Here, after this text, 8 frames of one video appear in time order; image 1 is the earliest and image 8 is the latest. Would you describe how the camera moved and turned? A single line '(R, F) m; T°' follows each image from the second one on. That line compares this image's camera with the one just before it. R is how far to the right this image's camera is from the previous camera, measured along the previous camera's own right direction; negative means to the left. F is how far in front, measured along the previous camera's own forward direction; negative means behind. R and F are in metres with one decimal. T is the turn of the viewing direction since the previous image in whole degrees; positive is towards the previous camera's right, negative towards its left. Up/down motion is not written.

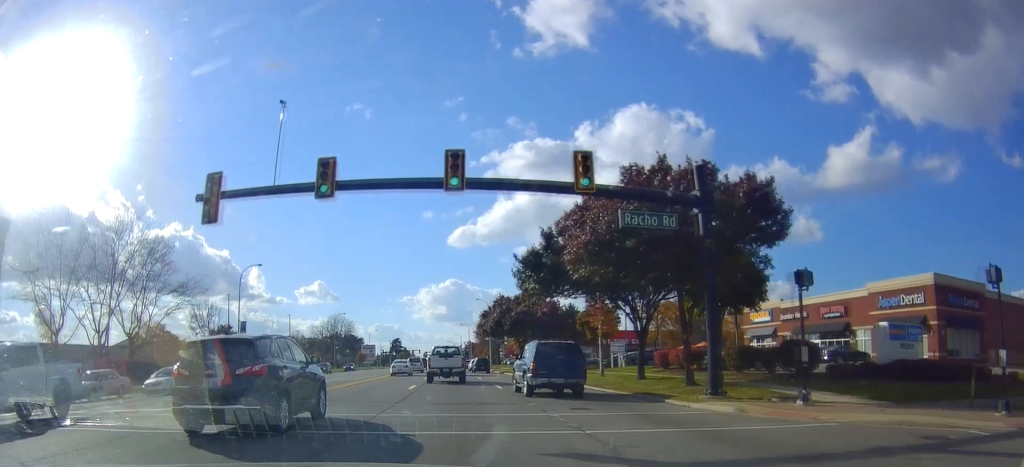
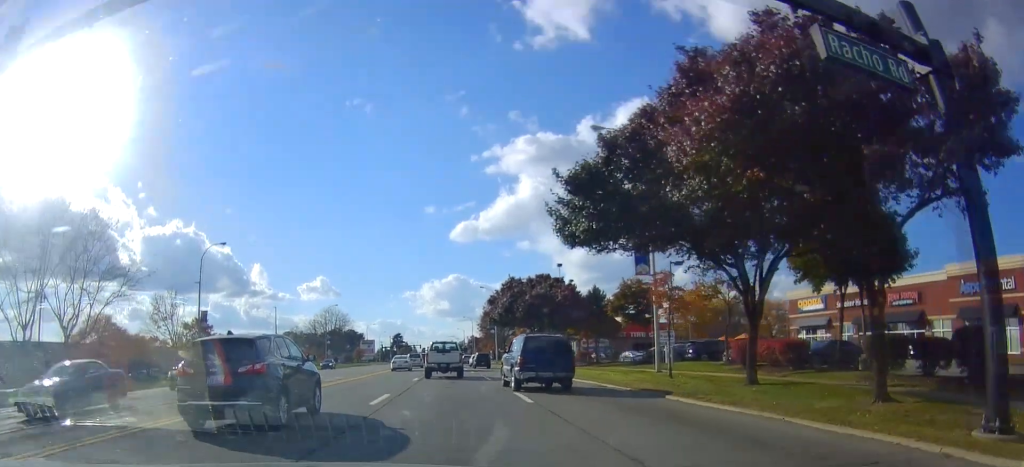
(0.0, +11.2) m; 0°
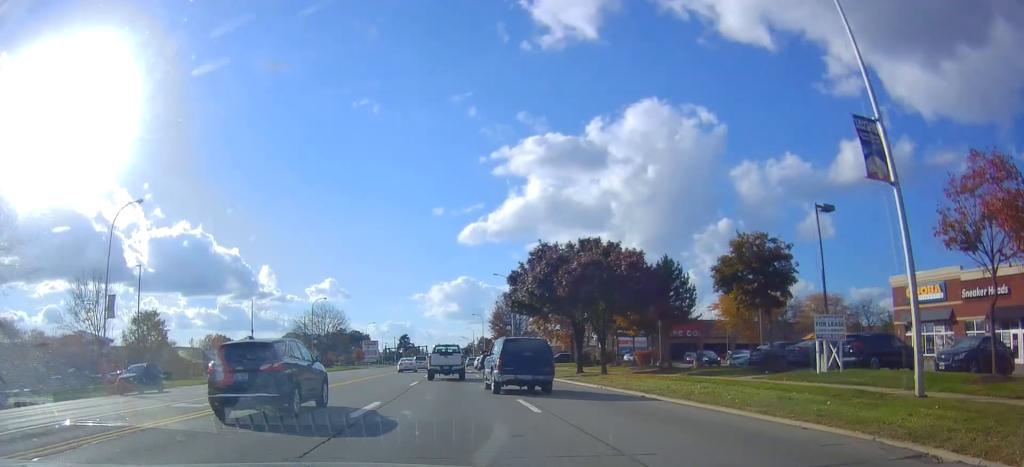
(0.0, +18.0) m; 0°
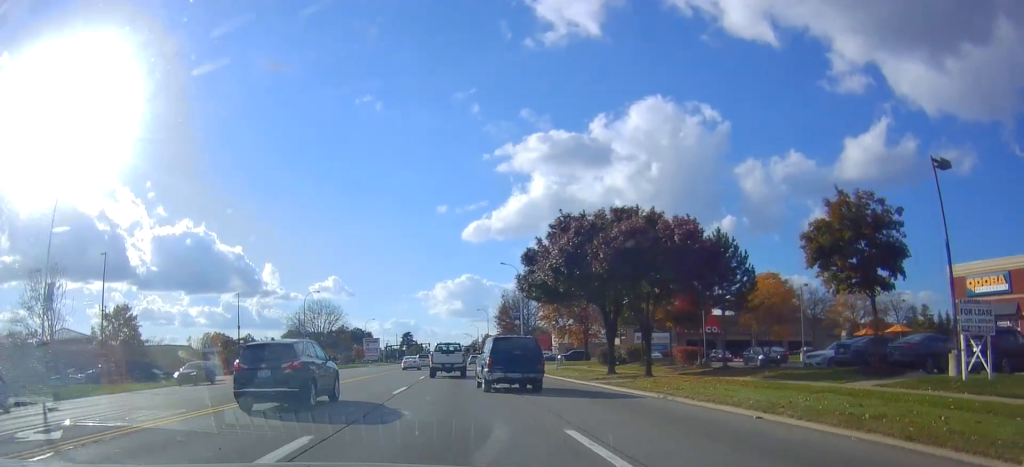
(0.0, +7.7) m; 0°
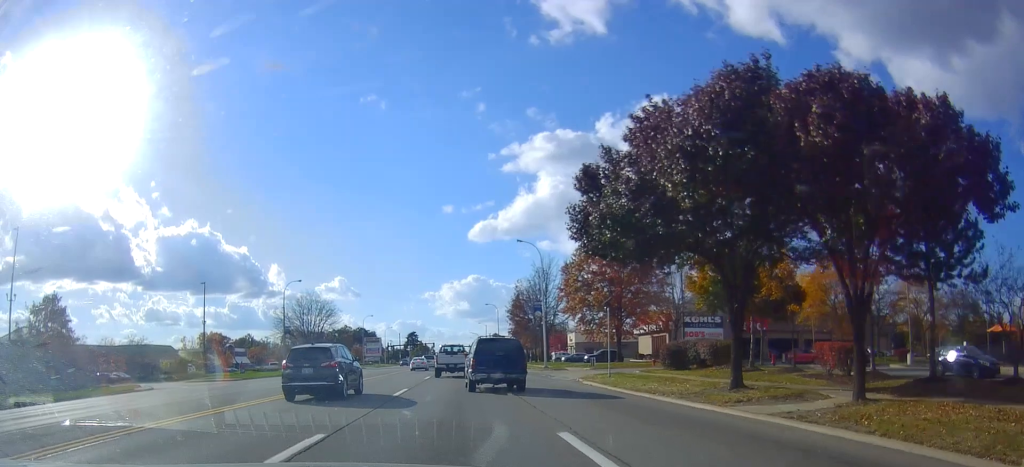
(0.0, +15.1) m; 0°
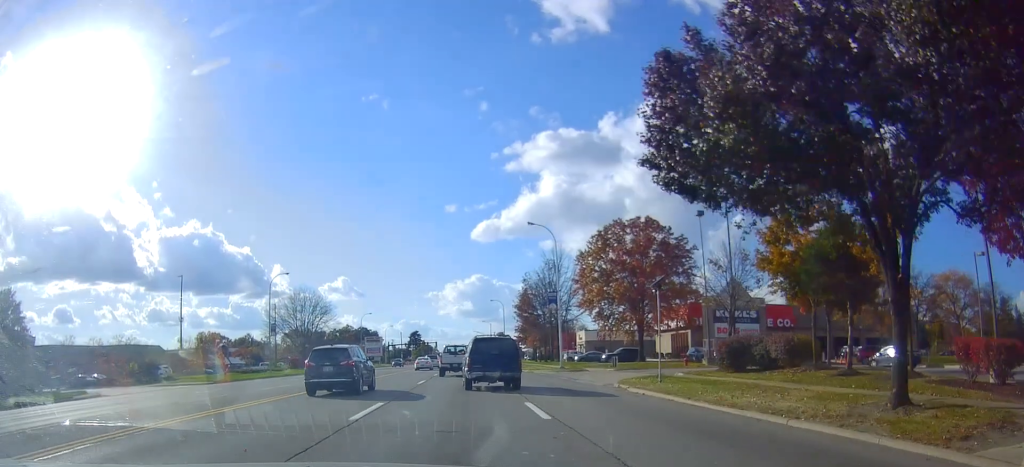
(0.0, +7.9) m; -1°
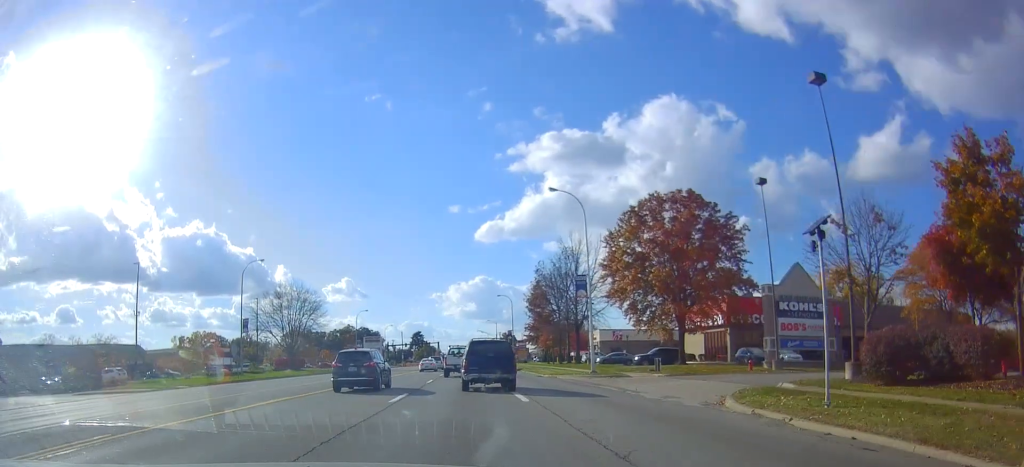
(-0.1, +11.5) m; -2°
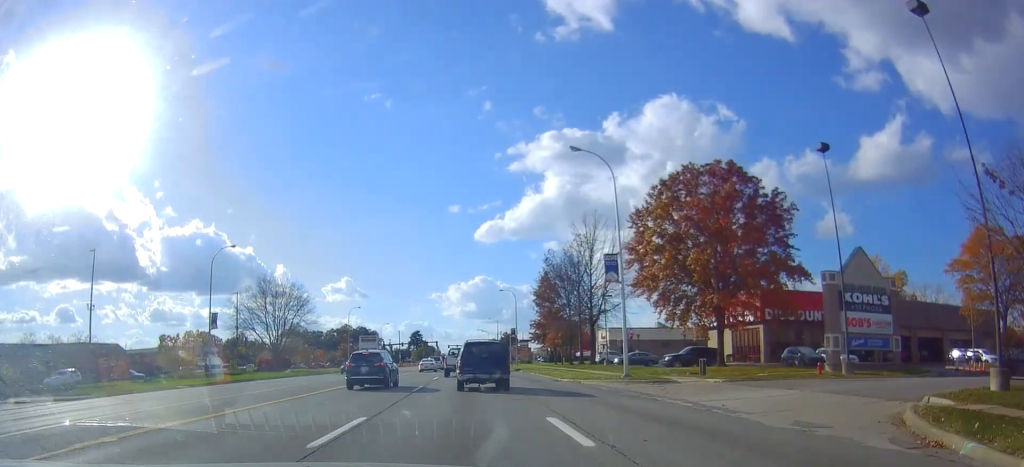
(-0.3, +8.4) m; -2°
